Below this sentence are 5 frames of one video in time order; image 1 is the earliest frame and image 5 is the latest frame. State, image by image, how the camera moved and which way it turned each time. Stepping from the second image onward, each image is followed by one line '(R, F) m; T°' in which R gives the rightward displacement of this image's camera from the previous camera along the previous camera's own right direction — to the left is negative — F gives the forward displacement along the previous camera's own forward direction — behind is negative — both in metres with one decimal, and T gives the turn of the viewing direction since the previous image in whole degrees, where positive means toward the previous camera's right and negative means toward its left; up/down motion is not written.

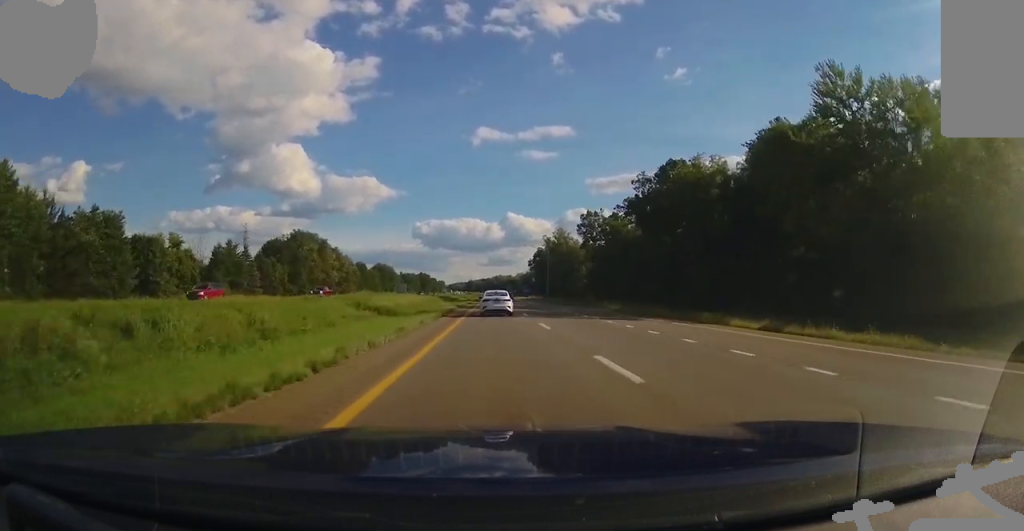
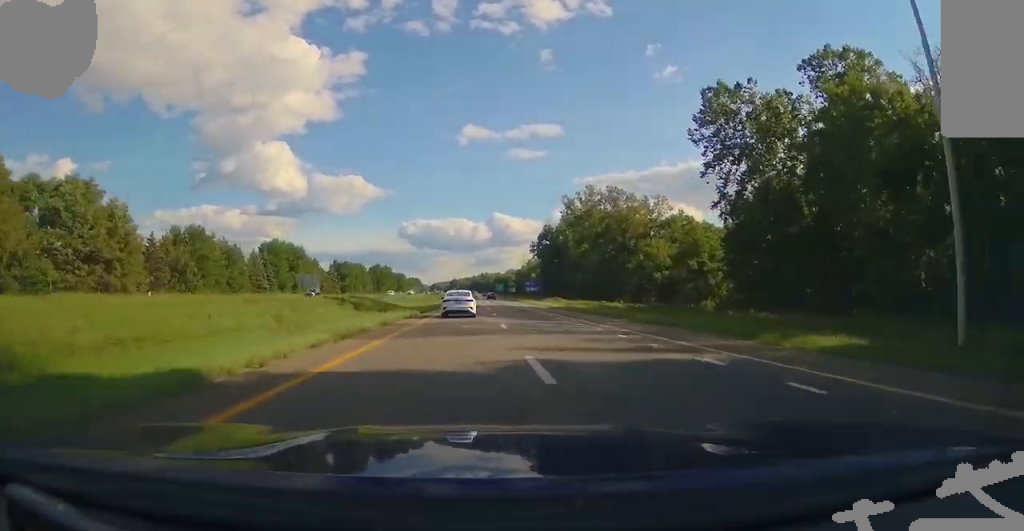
(-0.1, +109.9) m; +1°
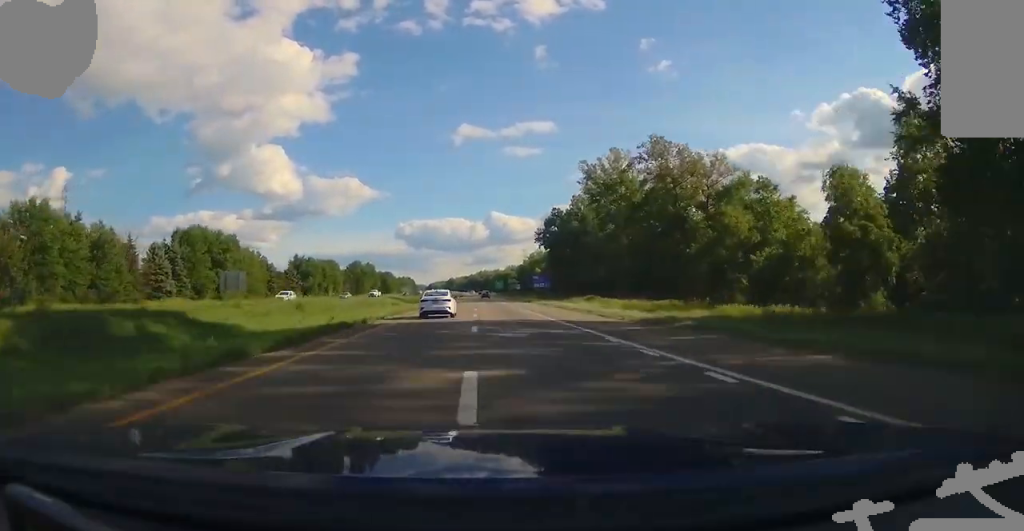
(+0.6, +39.2) m; 0°
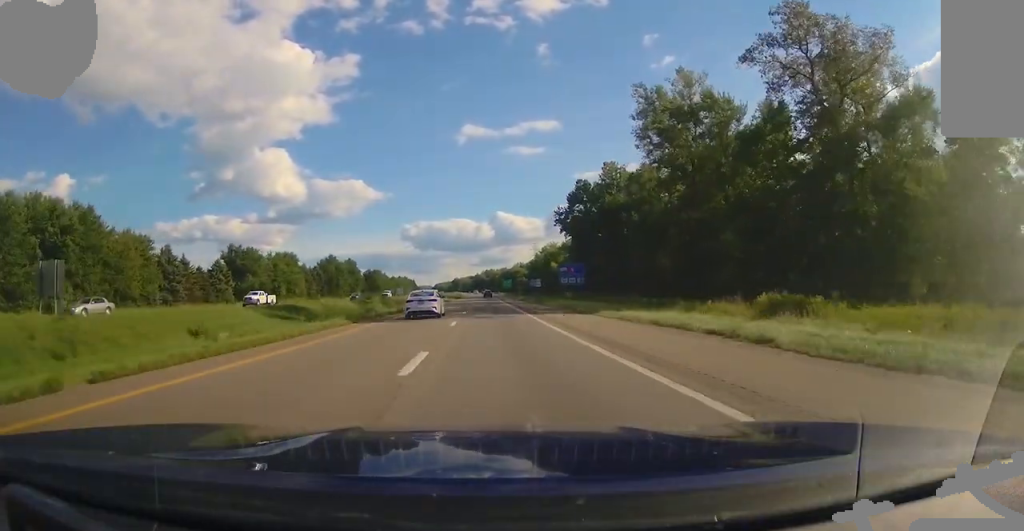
(-0.8, +46.1) m; -1°
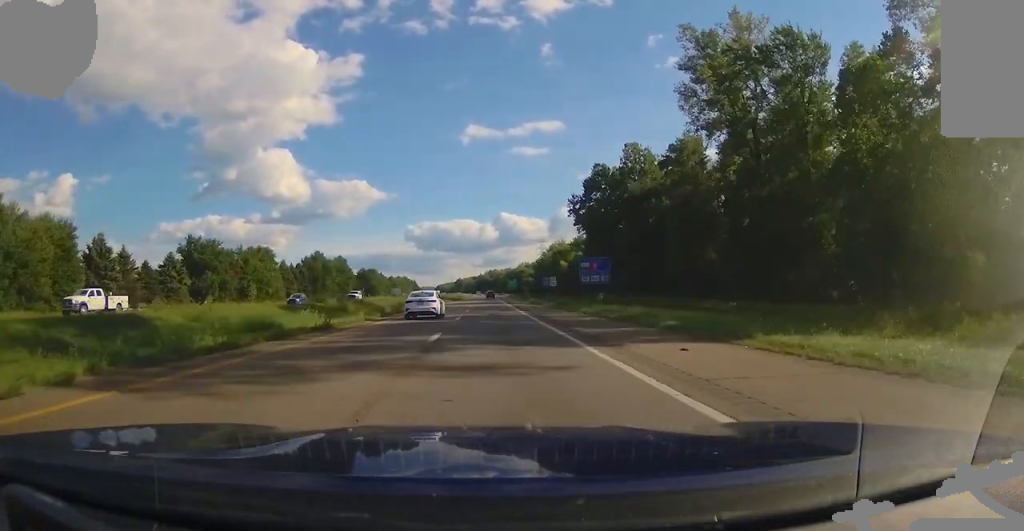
(0.0, +19.5) m; 0°
